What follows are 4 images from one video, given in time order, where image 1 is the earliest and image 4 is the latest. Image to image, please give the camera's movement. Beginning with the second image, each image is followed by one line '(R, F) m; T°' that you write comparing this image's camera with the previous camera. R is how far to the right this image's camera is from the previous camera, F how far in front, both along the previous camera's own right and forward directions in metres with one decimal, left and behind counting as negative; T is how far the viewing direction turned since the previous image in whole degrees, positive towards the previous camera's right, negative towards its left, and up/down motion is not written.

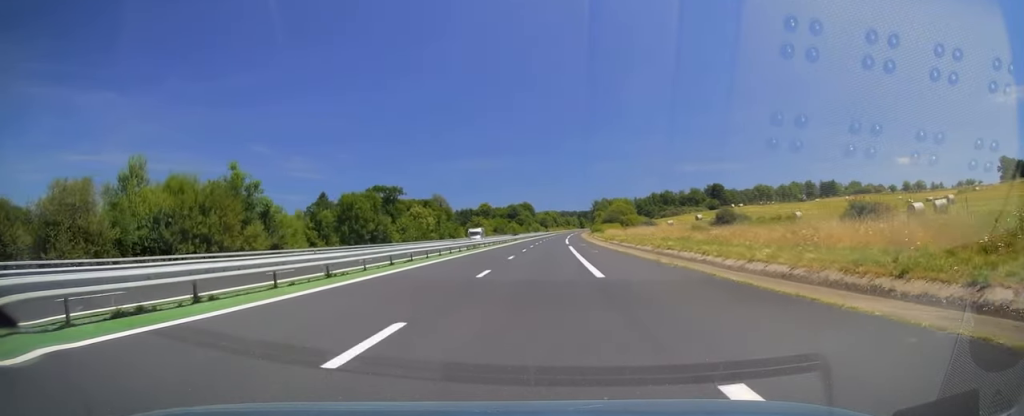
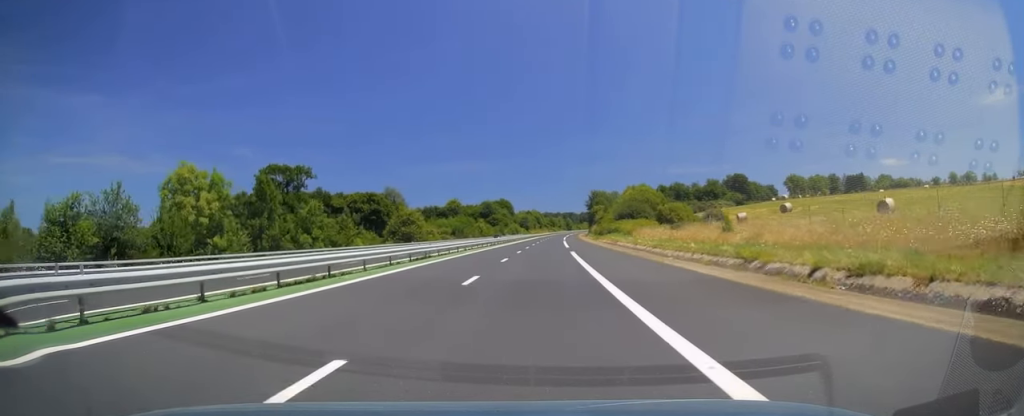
(+1.3, +67.4) m; +2°
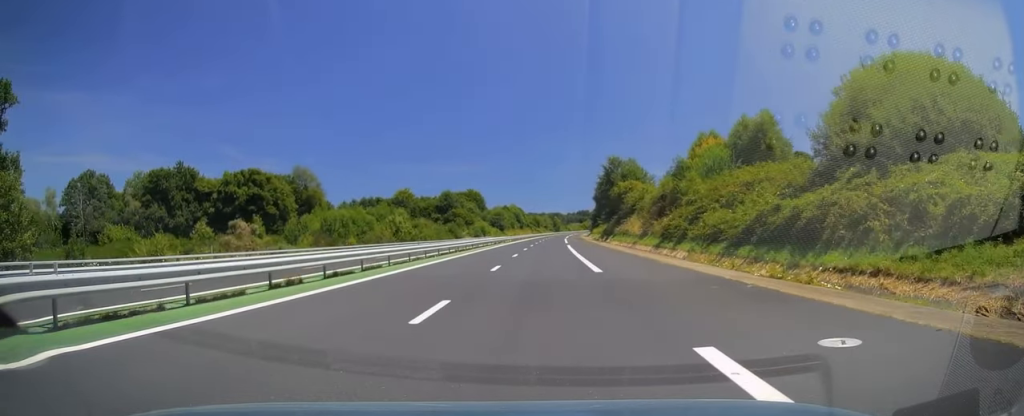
(+1.5, +84.5) m; +2°
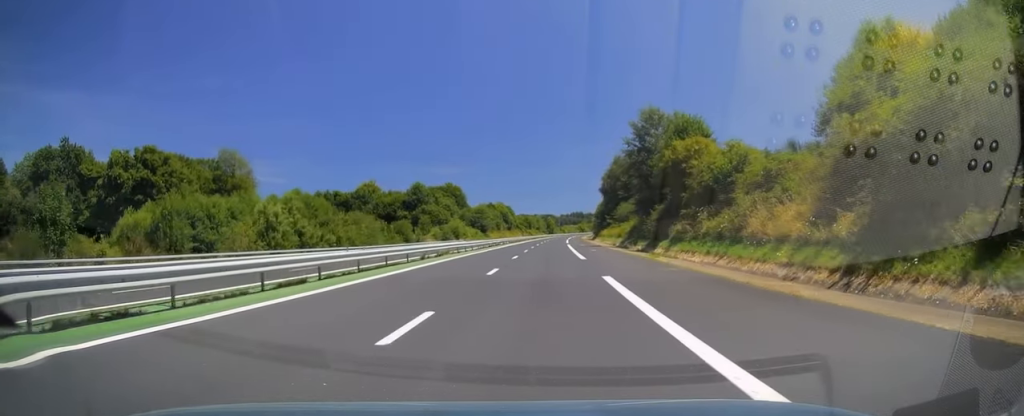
(-0.3, +40.6) m; 0°
